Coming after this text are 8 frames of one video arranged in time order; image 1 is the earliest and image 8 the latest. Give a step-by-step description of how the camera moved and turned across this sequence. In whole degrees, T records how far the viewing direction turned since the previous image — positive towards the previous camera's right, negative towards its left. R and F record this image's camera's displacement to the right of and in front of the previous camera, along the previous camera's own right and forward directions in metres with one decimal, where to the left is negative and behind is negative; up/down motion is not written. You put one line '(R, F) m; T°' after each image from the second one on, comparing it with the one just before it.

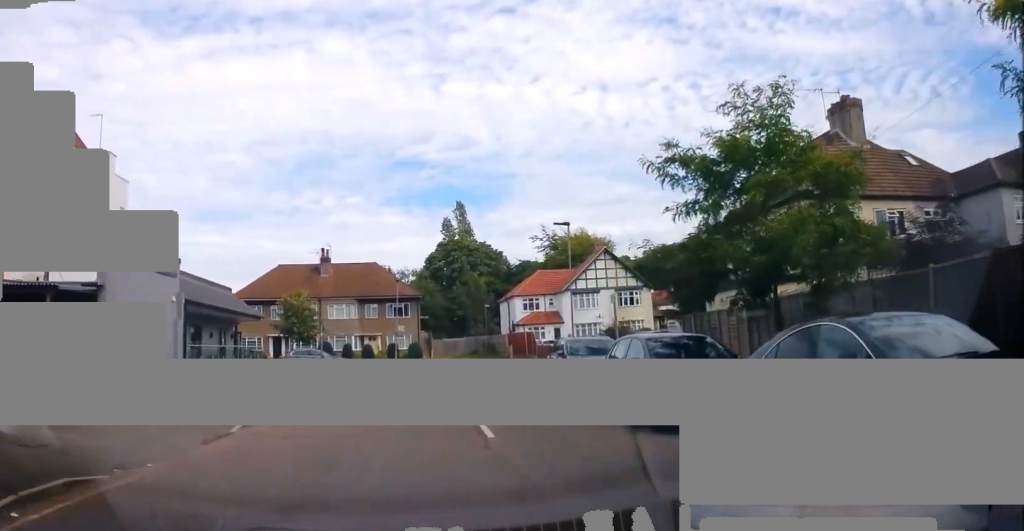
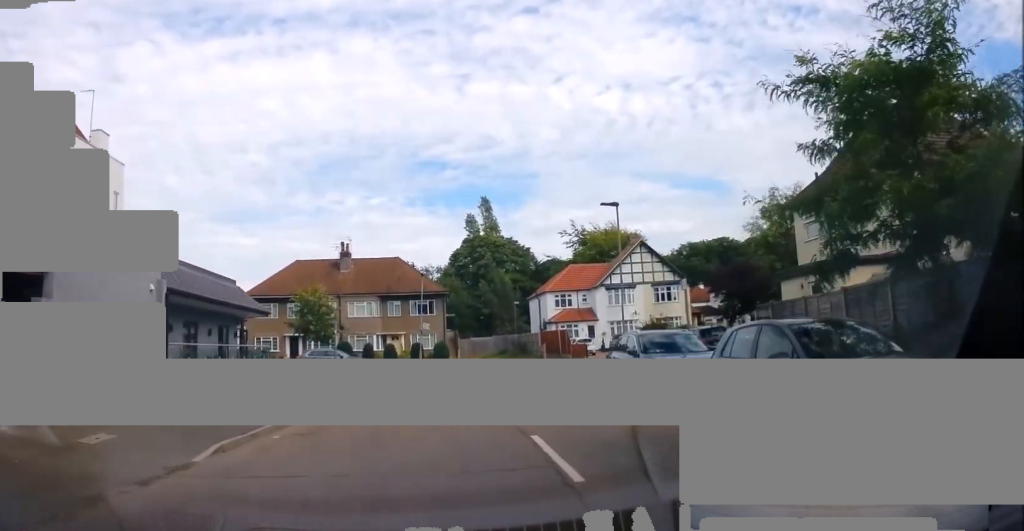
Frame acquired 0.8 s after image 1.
(-0.1, +3.5) m; -2°
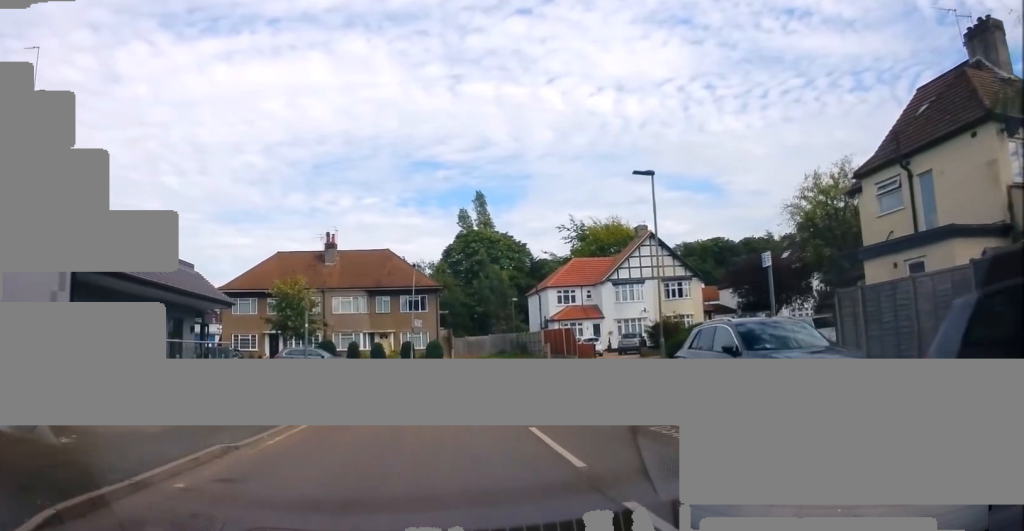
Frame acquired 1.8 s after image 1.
(0.0, +4.4) m; +3°
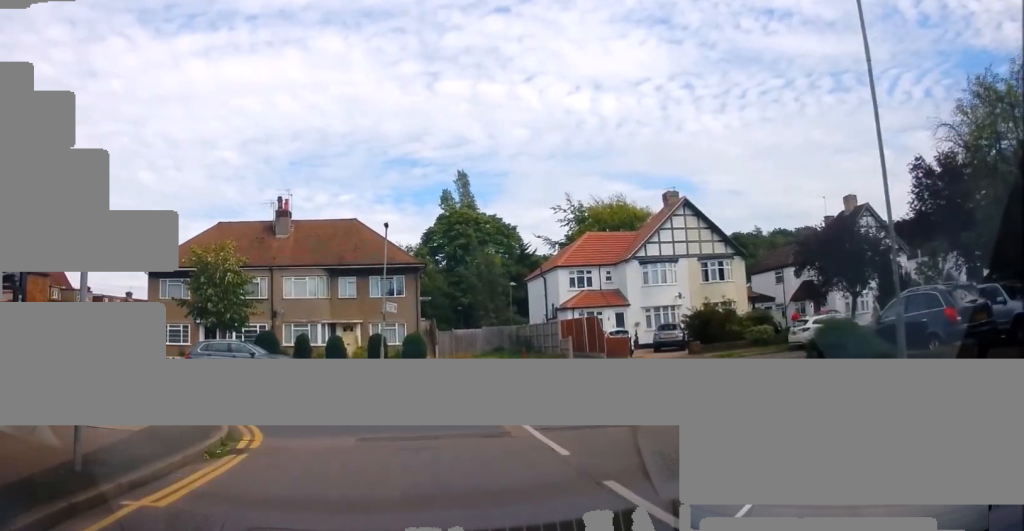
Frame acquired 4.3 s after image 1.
(+0.3, +11.6) m; +1°
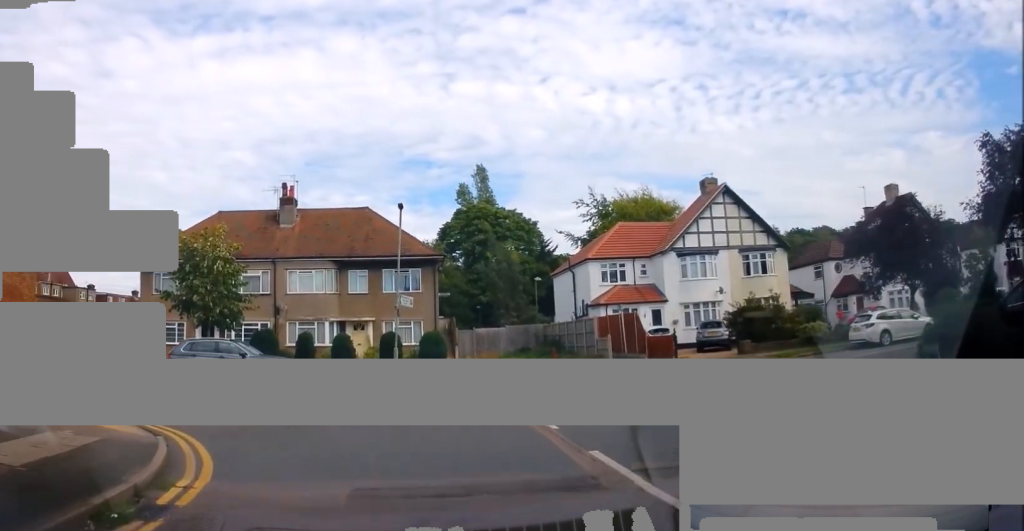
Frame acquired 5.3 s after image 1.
(+0.1, +3.8) m; -4°
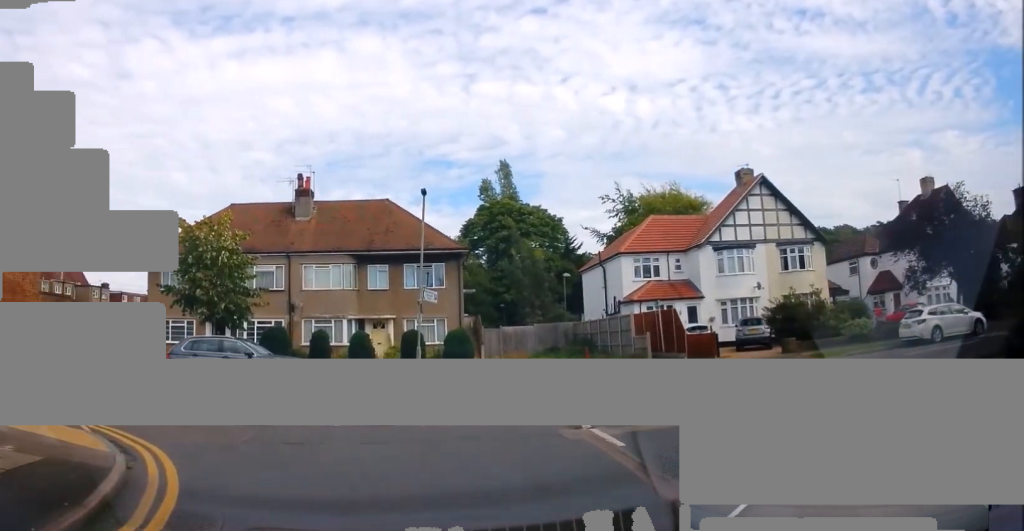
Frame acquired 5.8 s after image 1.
(-0.3, +2.3) m; -4°
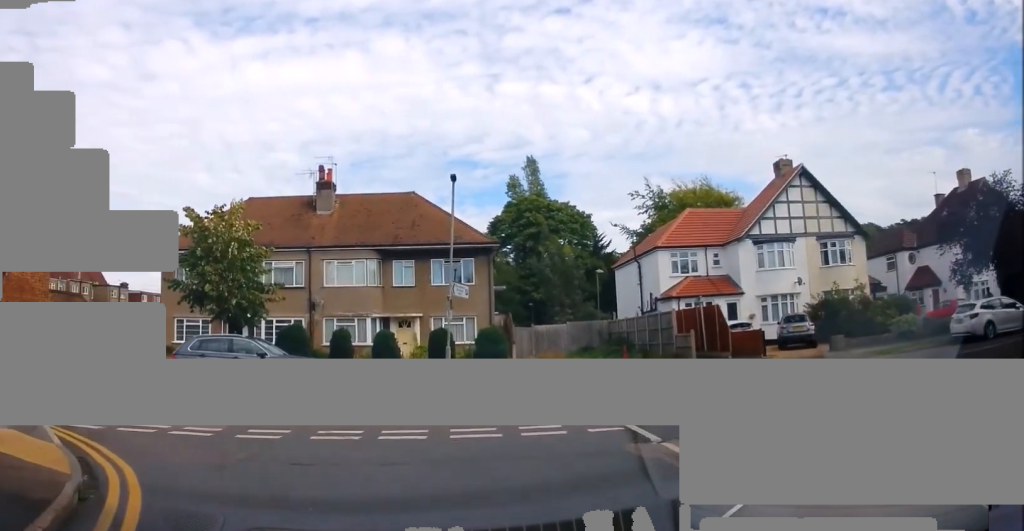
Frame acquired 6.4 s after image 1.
(0.0, +1.9) m; -1°
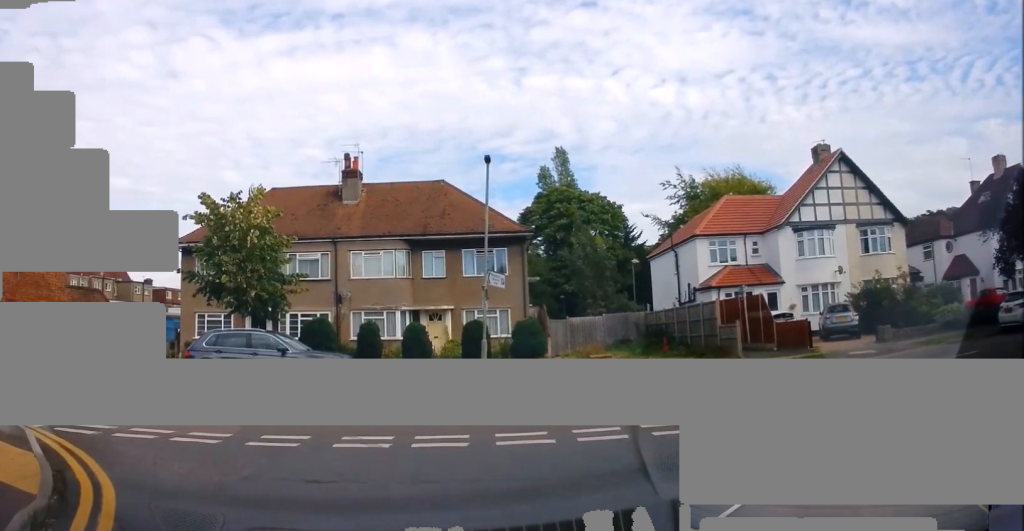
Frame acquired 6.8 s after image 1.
(0.0, +1.4) m; +1°
